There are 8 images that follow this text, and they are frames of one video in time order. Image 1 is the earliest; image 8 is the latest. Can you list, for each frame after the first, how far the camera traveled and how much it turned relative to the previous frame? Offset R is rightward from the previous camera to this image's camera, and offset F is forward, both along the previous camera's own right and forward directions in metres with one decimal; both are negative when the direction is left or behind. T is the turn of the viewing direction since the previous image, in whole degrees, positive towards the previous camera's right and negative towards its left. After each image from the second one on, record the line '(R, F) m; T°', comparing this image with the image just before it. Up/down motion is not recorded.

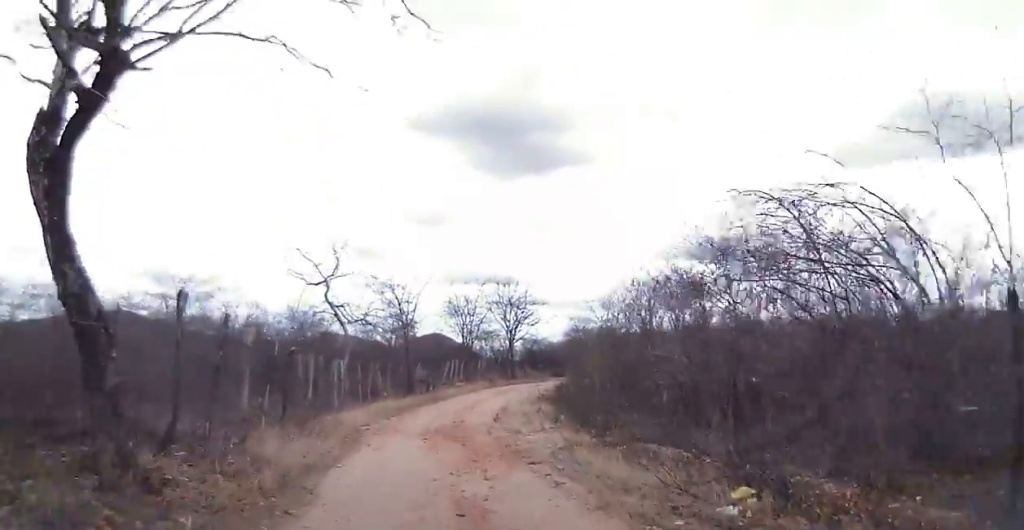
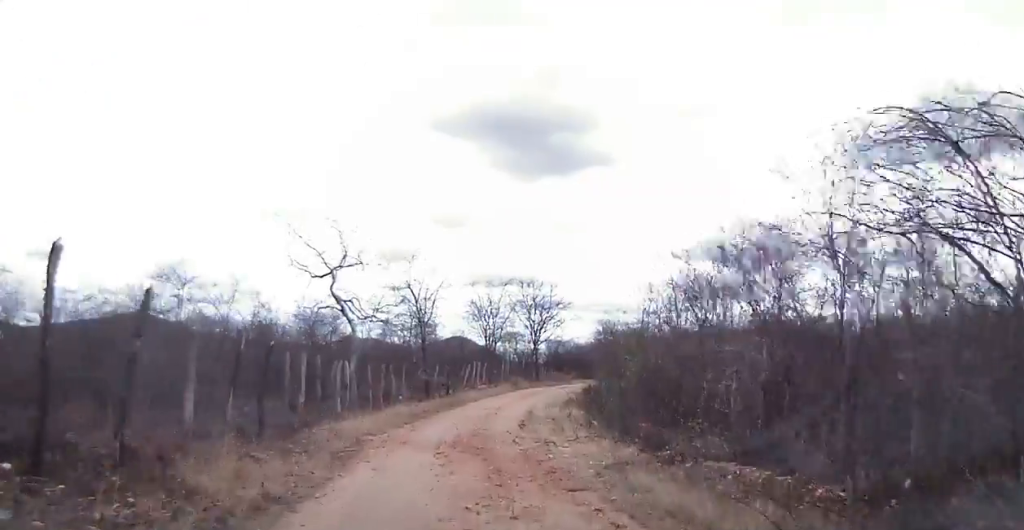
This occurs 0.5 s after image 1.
(+0.1, +2.3) m; -1°
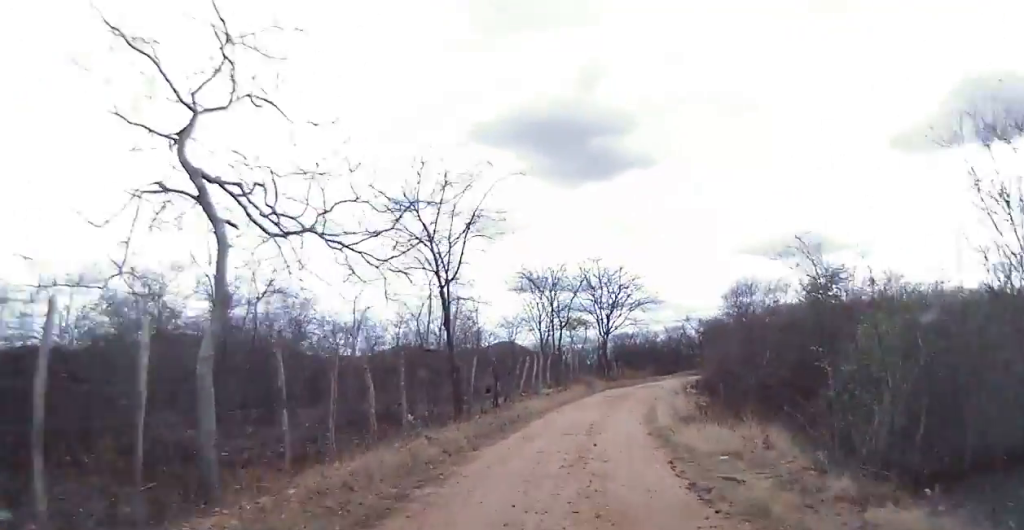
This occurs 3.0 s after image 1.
(-1.2, +11.7) m; -10°
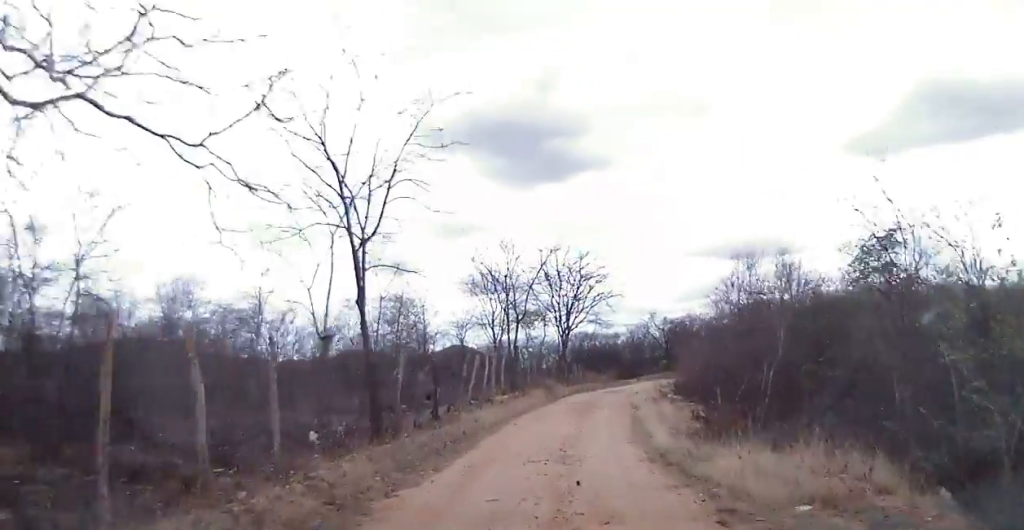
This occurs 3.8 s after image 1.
(-0.2, +3.8) m; 0°
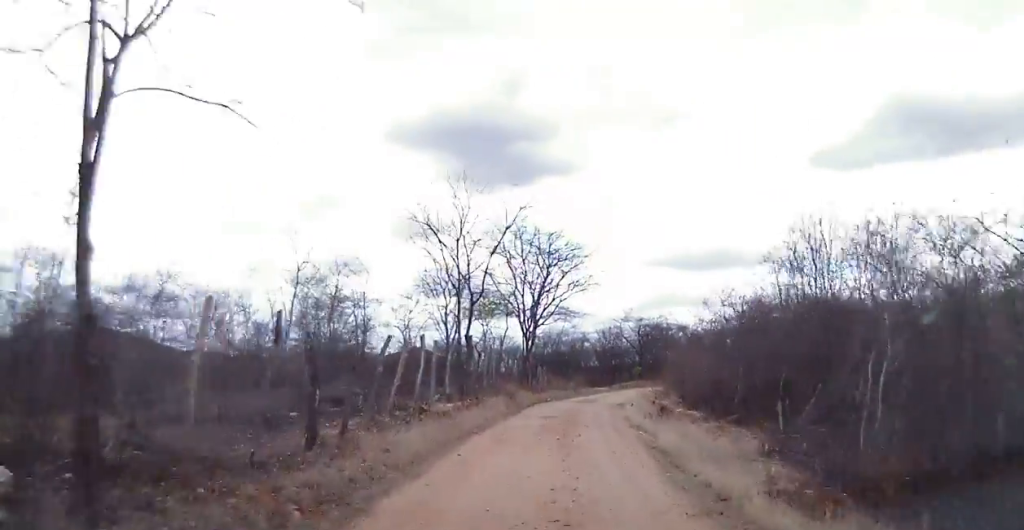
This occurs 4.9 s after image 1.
(+0.3, +6.0) m; +6°
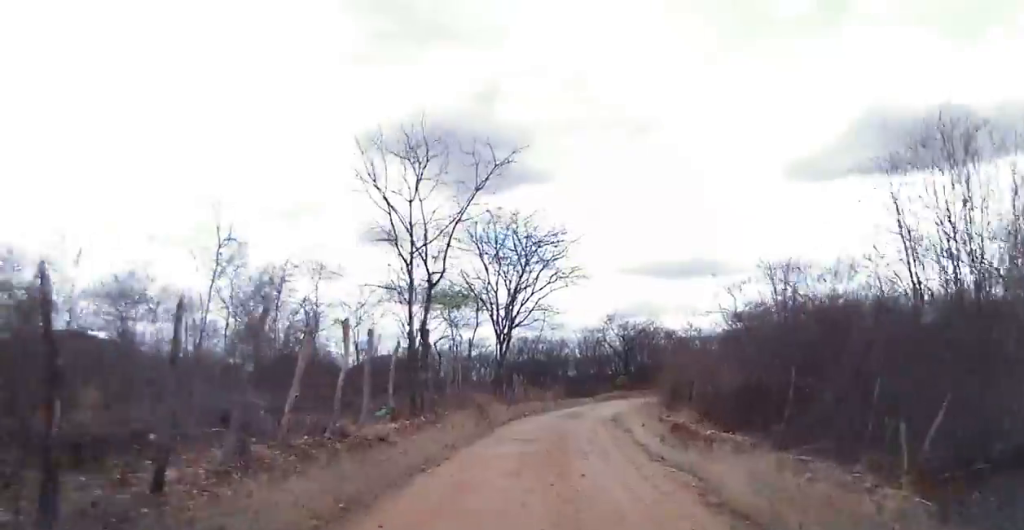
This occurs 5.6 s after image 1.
(+0.3, +4.3) m; +2°
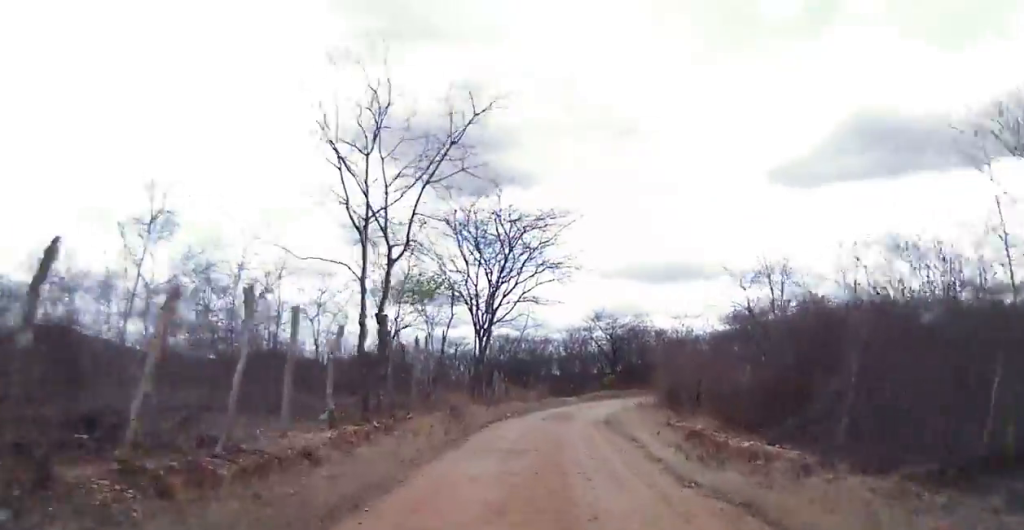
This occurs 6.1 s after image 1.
(-0.2, +2.8) m; -1°
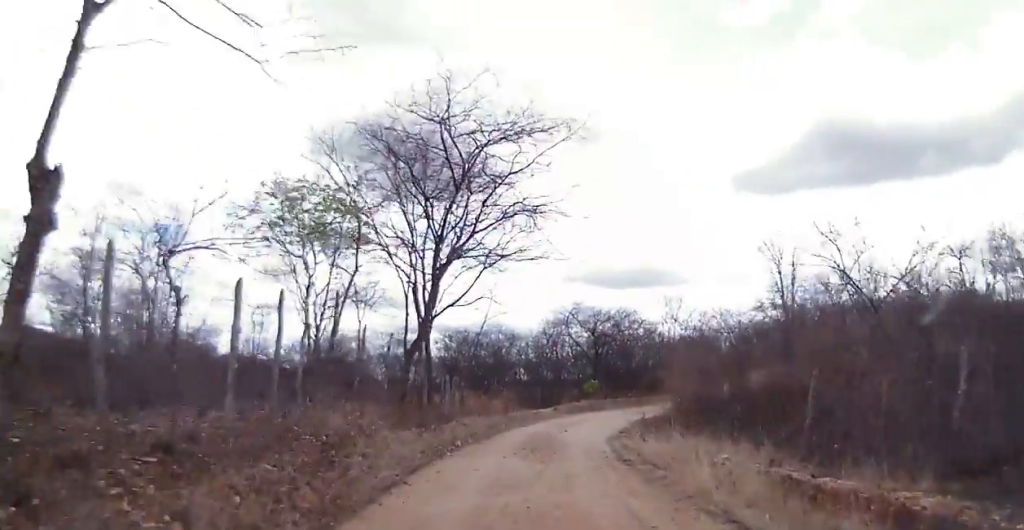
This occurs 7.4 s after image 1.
(+0.3, +8.5) m; +5°
